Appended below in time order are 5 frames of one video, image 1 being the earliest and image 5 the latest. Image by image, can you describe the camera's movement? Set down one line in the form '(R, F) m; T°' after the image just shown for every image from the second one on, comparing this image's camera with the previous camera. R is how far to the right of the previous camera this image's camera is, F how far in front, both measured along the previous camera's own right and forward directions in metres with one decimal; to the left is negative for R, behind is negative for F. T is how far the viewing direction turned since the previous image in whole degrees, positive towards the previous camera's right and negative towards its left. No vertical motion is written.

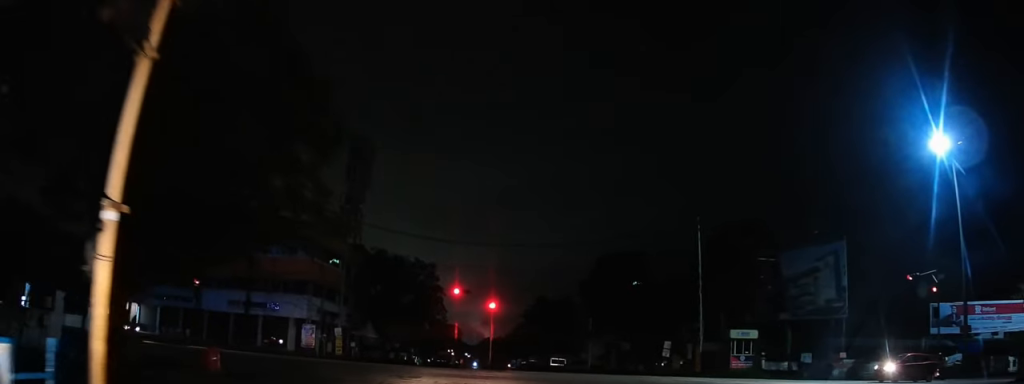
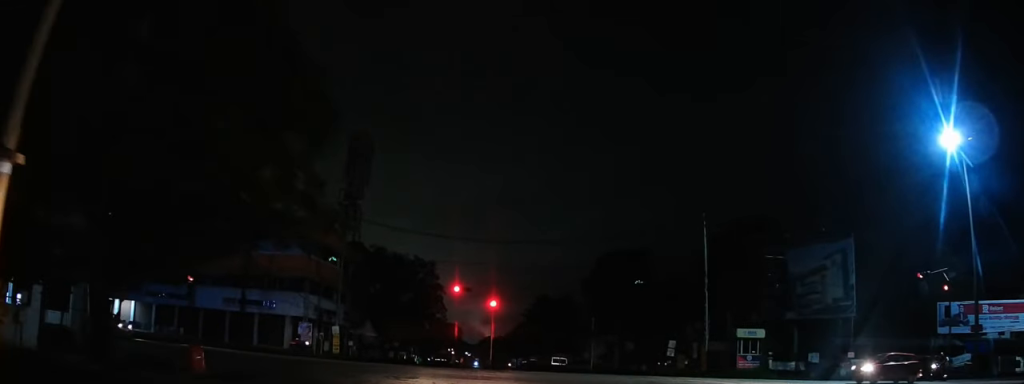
(0.0, +1.4) m; -1°
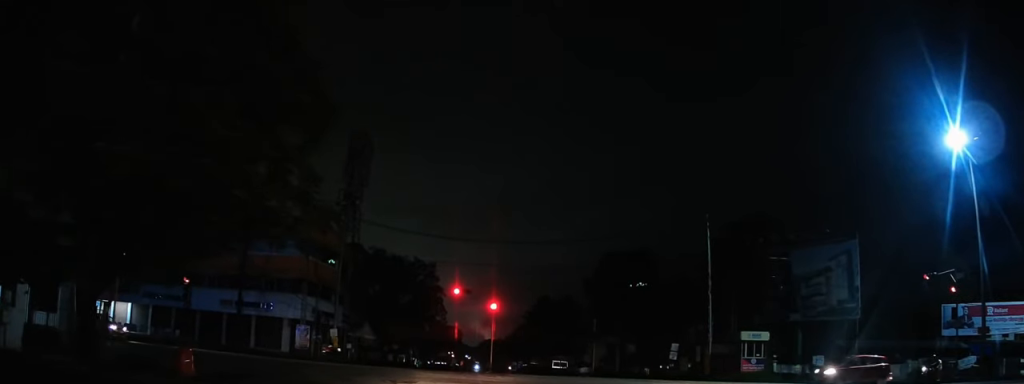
(0.0, +0.2) m; 0°
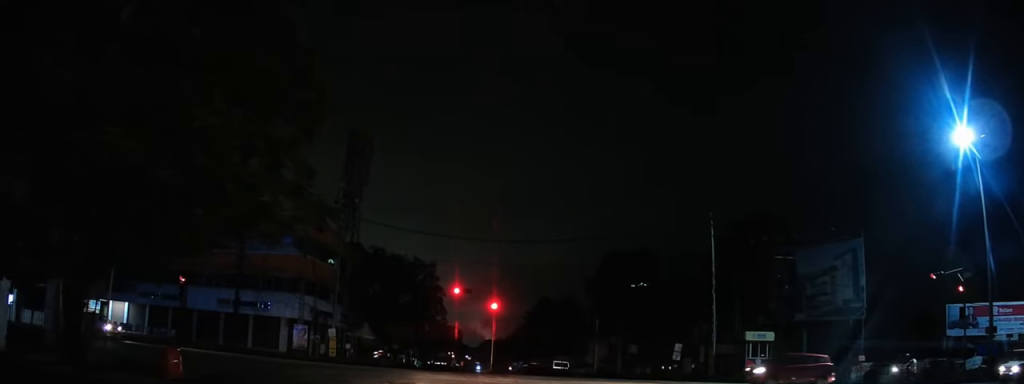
(0.0, +0.3) m; 0°
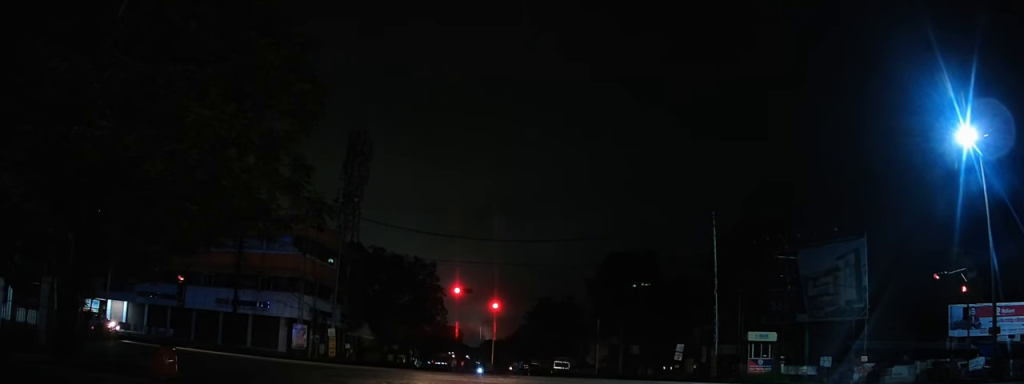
(0.0, +1.3) m; 0°
